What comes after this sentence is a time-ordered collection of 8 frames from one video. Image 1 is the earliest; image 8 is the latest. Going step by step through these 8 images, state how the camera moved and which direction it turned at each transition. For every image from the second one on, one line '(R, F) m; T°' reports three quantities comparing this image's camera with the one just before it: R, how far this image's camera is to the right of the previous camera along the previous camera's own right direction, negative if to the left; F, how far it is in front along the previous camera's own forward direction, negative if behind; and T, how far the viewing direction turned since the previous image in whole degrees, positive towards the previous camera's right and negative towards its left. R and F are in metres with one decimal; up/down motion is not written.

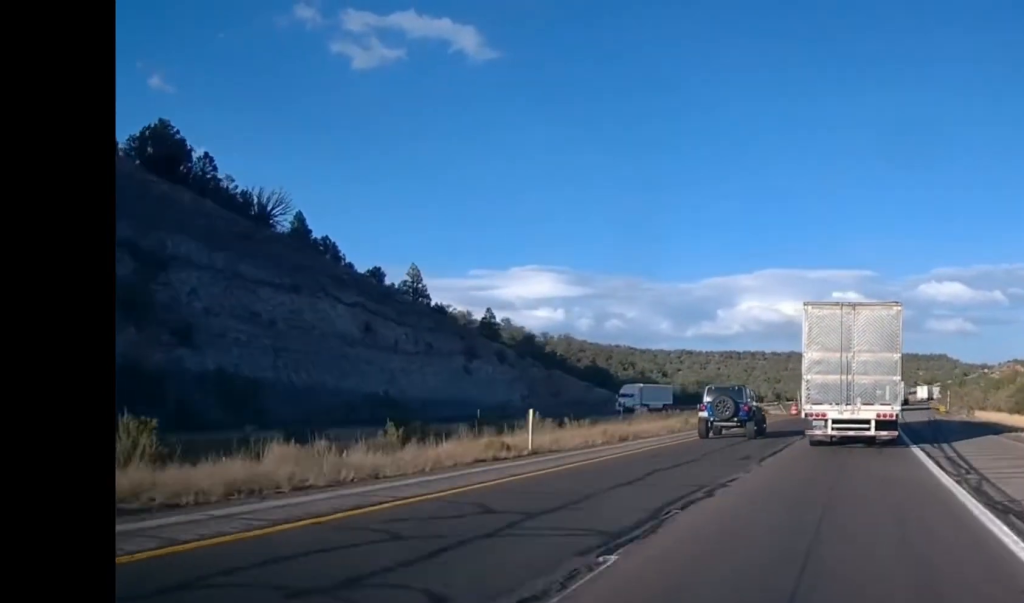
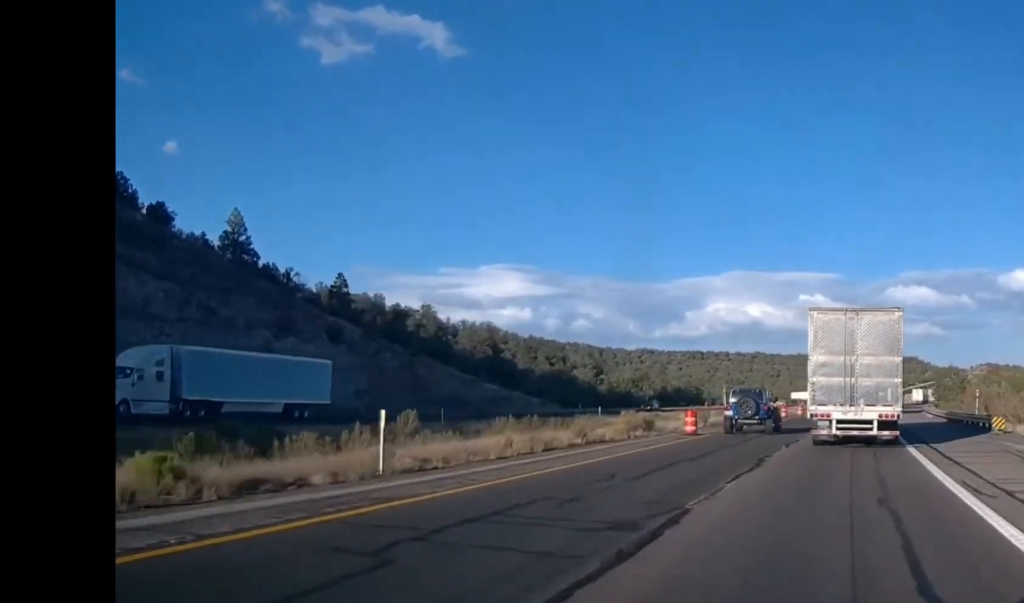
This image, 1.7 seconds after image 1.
(+0.6, +41.0) m; +2°
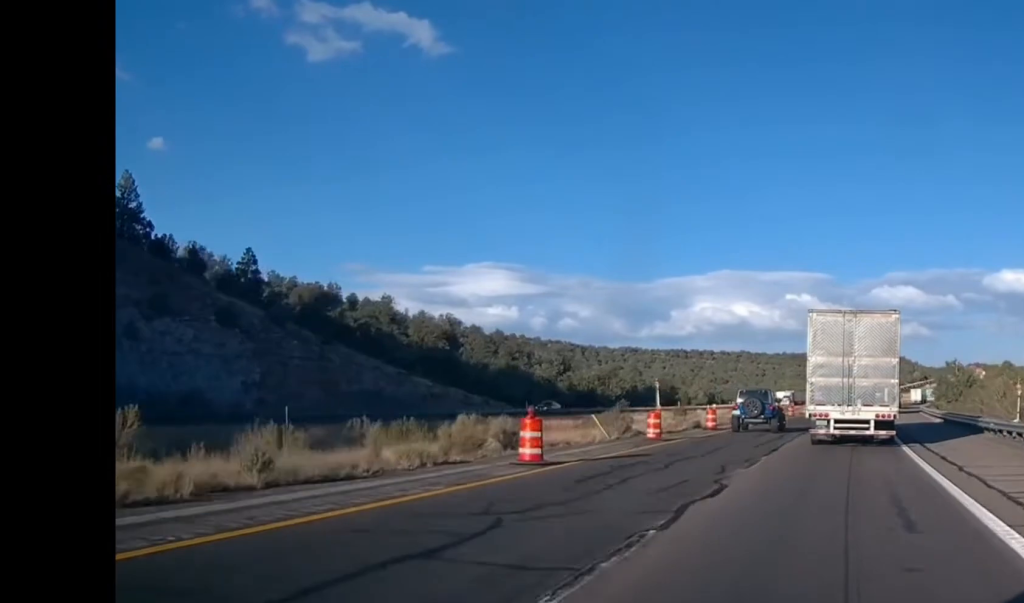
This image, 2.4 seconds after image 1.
(+0.1, +18.2) m; +1°
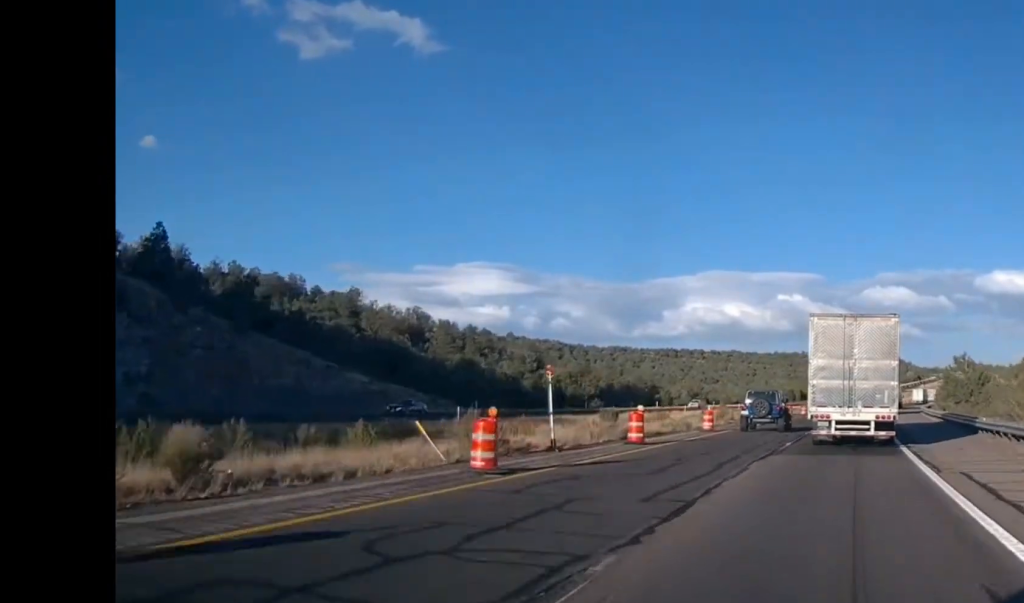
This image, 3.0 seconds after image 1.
(0.0, +14.9) m; +1°
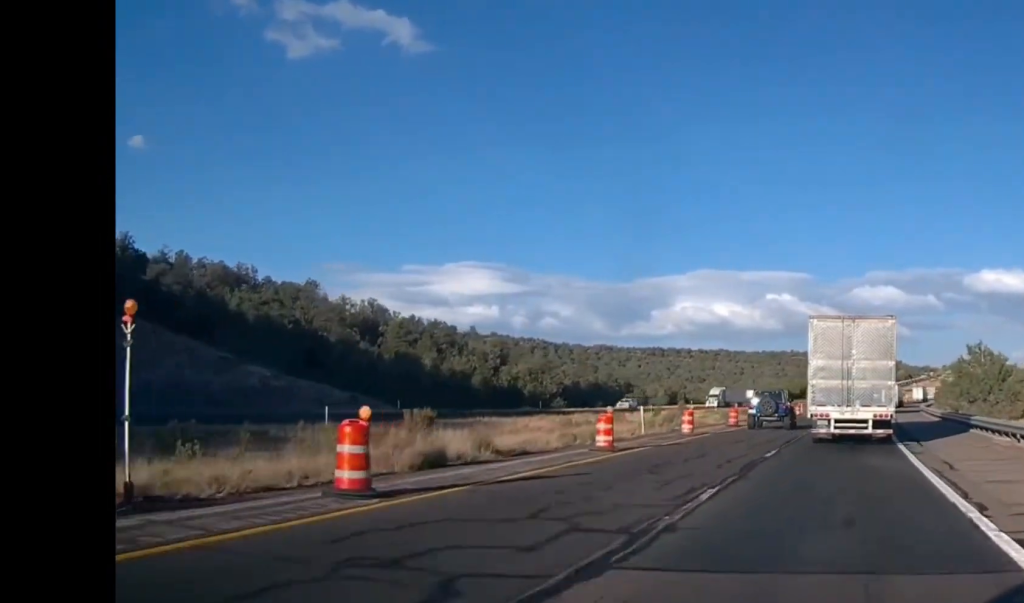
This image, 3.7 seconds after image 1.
(+0.1, +17.4) m; +1°
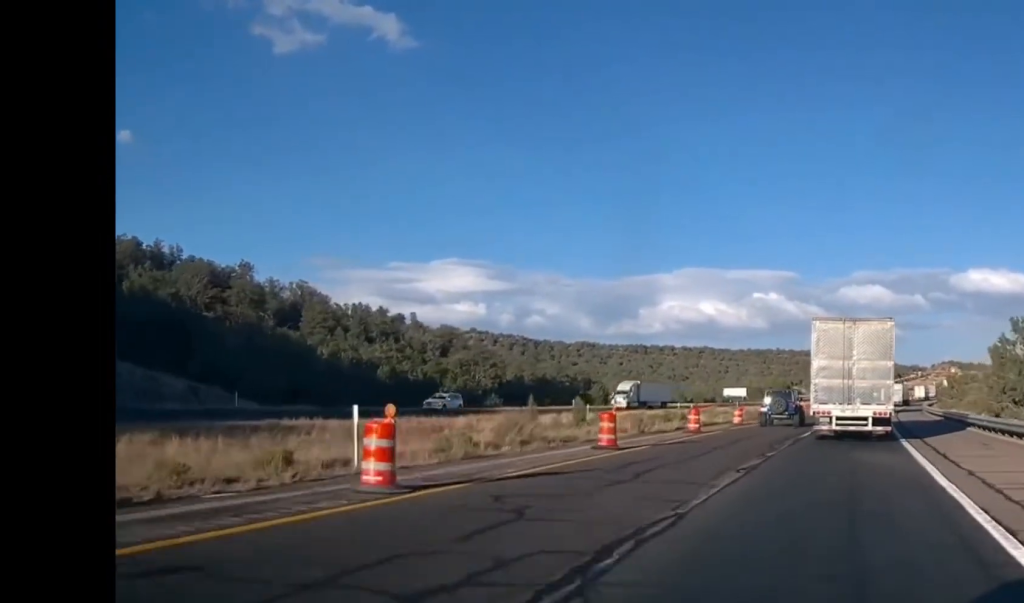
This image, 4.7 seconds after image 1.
(+0.3, +24.9) m; +1°
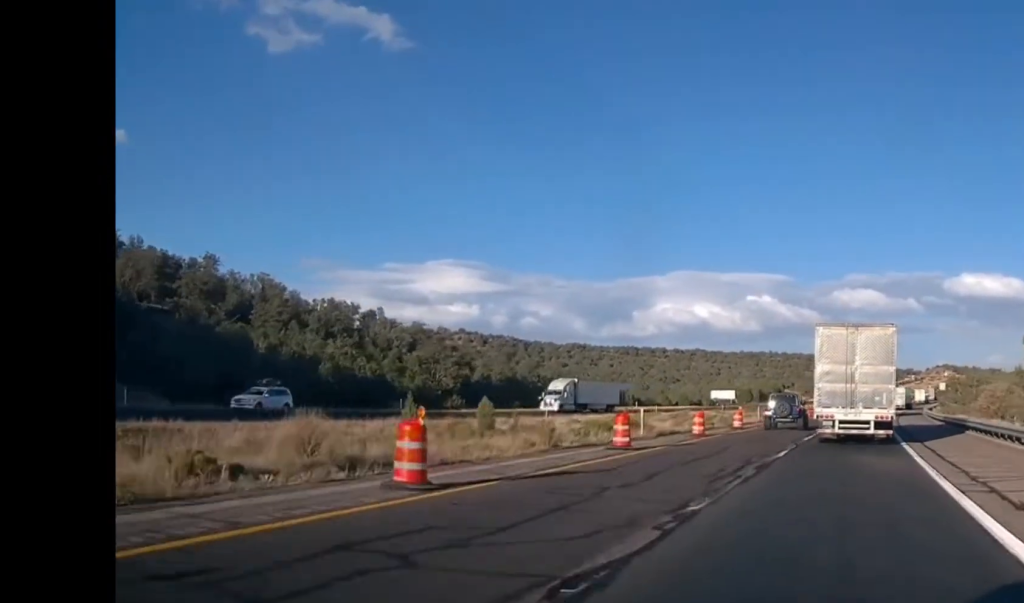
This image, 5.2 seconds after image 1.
(+0.1, +11.7) m; +1°
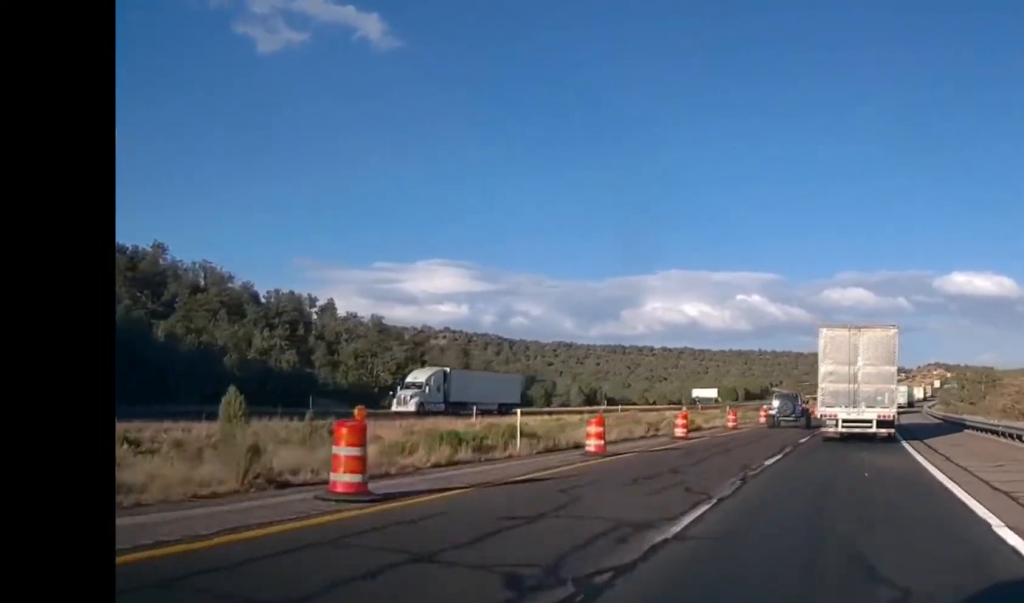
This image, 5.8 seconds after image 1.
(0.0, +15.0) m; +1°
